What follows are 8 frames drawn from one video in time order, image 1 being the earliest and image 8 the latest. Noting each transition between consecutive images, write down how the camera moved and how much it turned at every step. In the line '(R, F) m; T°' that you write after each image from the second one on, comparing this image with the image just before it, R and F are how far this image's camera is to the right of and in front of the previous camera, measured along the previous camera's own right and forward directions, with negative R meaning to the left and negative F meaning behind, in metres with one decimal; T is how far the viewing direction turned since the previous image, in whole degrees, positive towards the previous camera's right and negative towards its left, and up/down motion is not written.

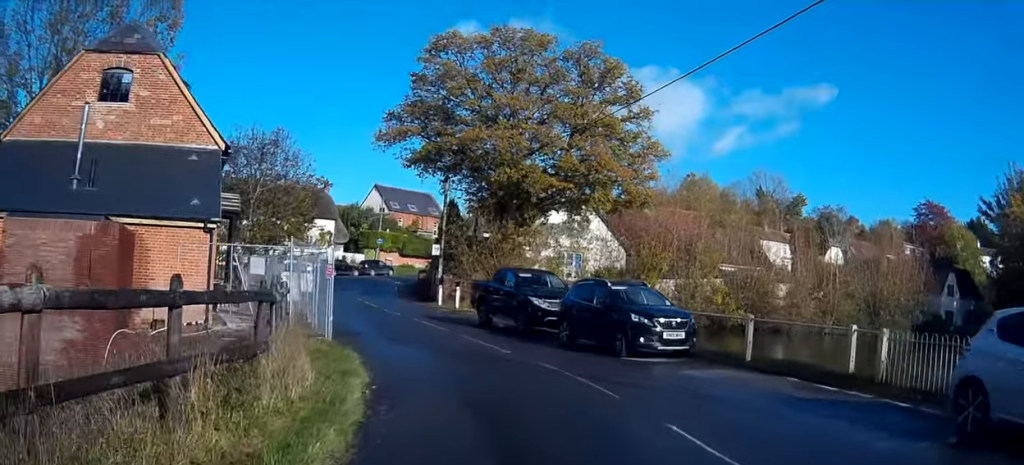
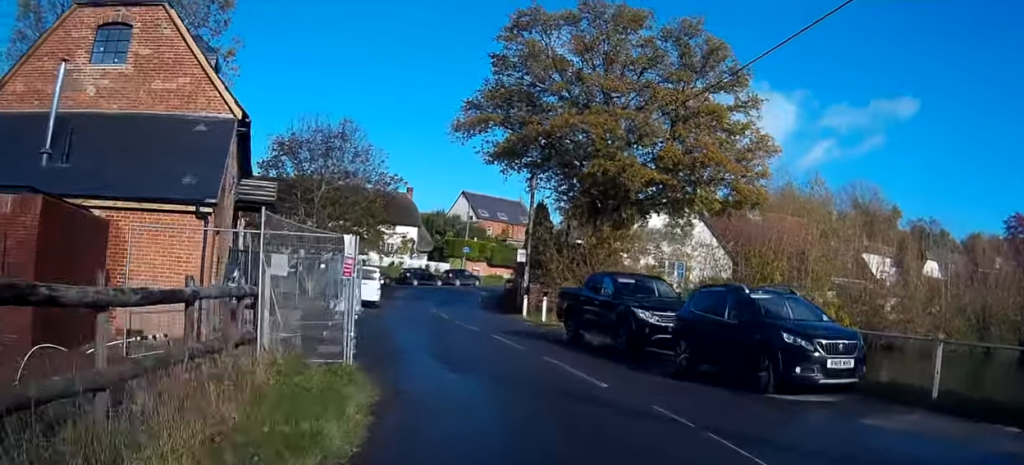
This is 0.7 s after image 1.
(-0.1, +4.6) m; -6°
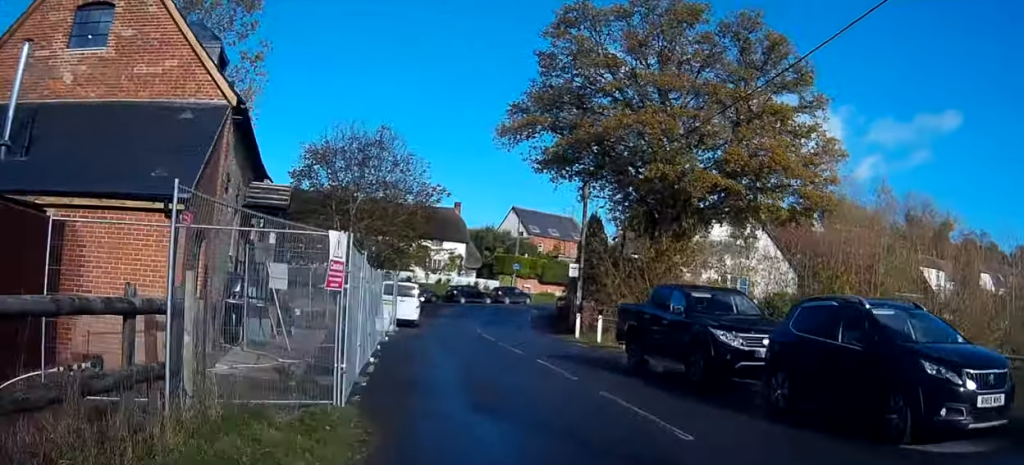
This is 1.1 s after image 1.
(-0.2, +3.1) m; -4°
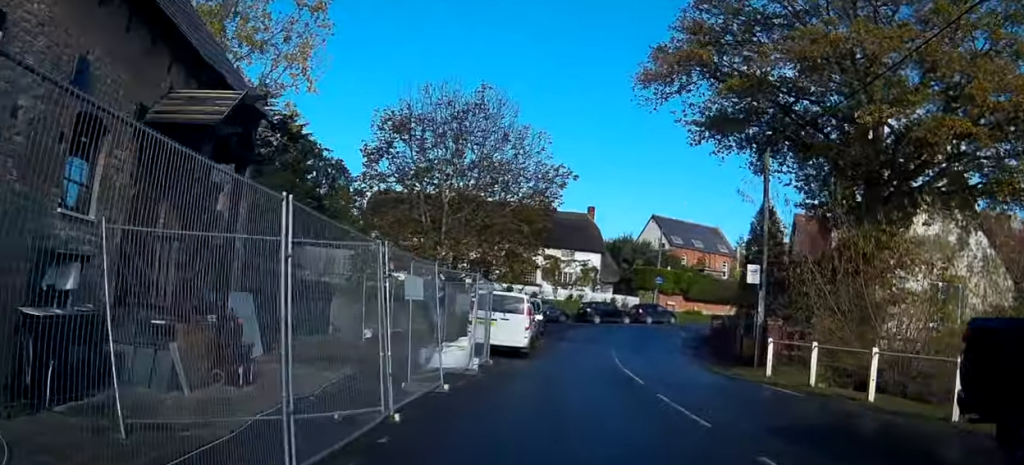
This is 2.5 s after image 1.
(-0.8, +10.8) m; -5°
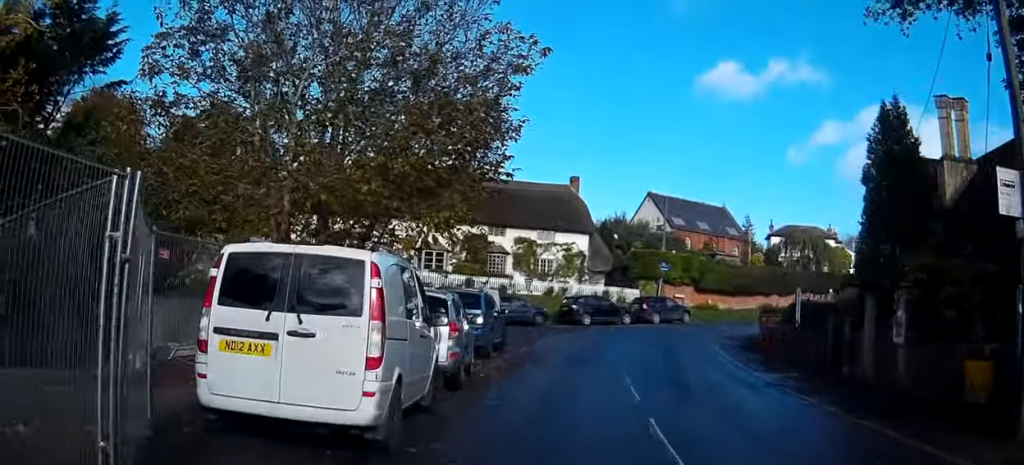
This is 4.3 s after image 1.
(0.0, +14.7) m; 0°
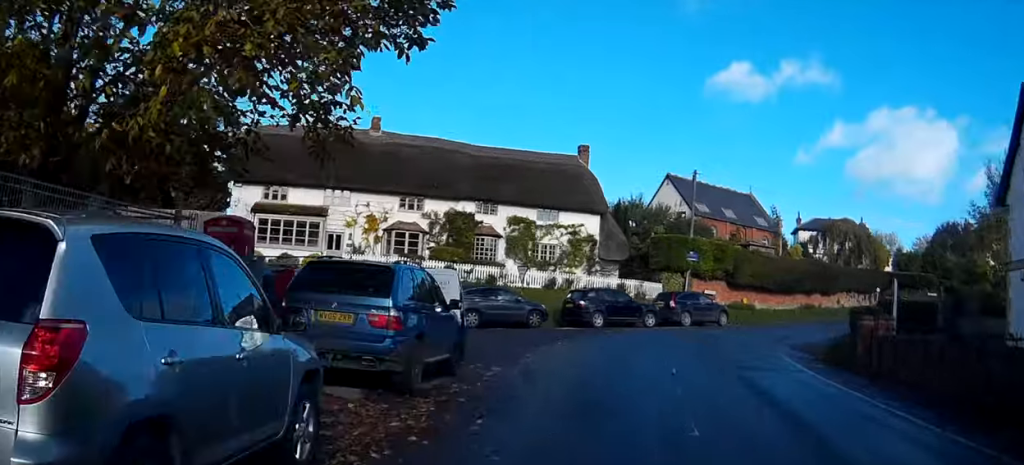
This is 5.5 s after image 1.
(+0.2, +9.6) m; +1°
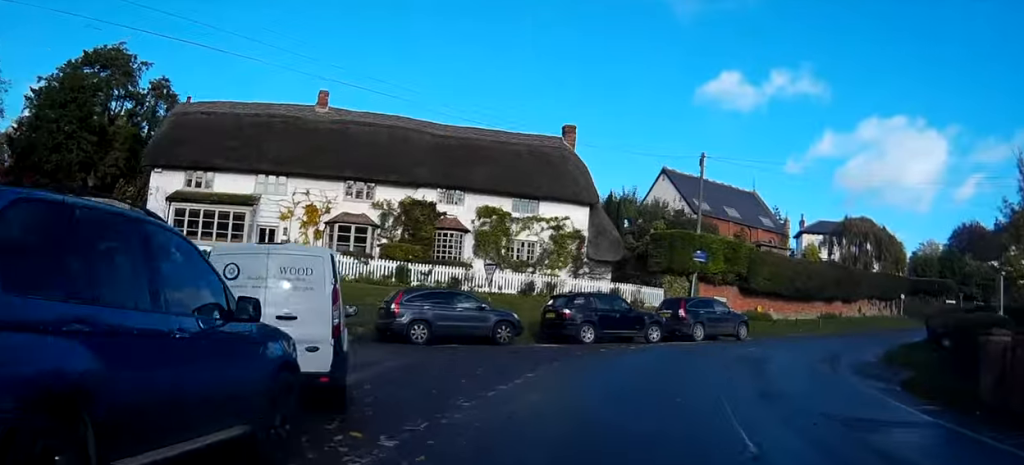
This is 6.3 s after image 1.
(-0.1, +7.0) m; 0°
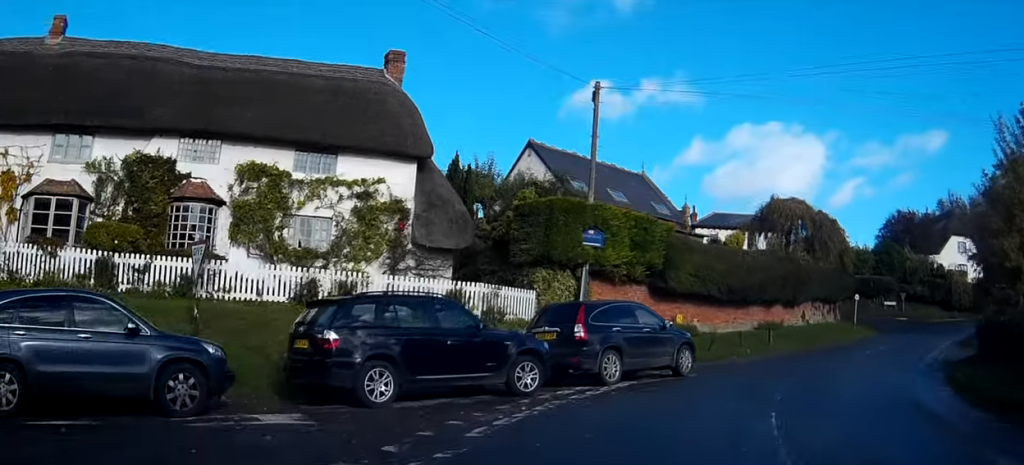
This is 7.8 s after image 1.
(+0.6, +13.5) m; +10°
